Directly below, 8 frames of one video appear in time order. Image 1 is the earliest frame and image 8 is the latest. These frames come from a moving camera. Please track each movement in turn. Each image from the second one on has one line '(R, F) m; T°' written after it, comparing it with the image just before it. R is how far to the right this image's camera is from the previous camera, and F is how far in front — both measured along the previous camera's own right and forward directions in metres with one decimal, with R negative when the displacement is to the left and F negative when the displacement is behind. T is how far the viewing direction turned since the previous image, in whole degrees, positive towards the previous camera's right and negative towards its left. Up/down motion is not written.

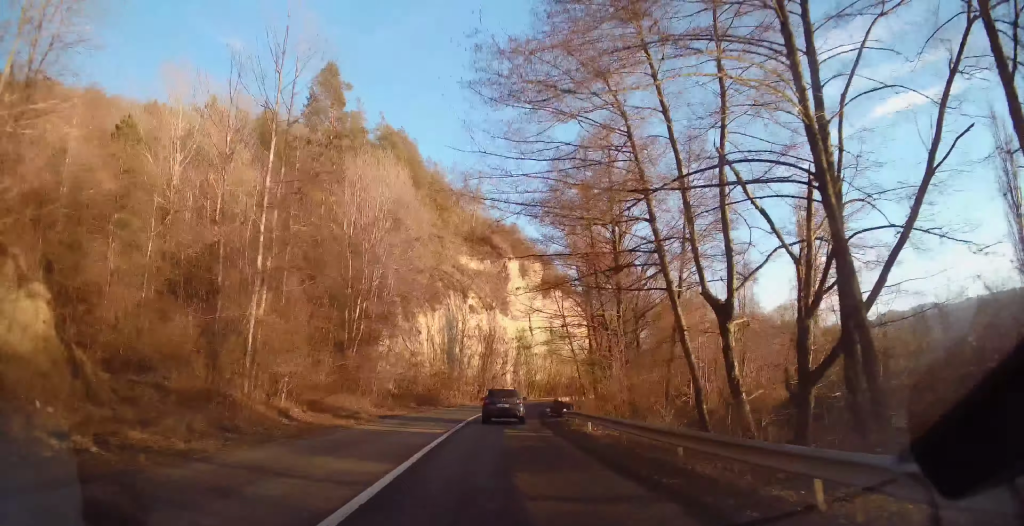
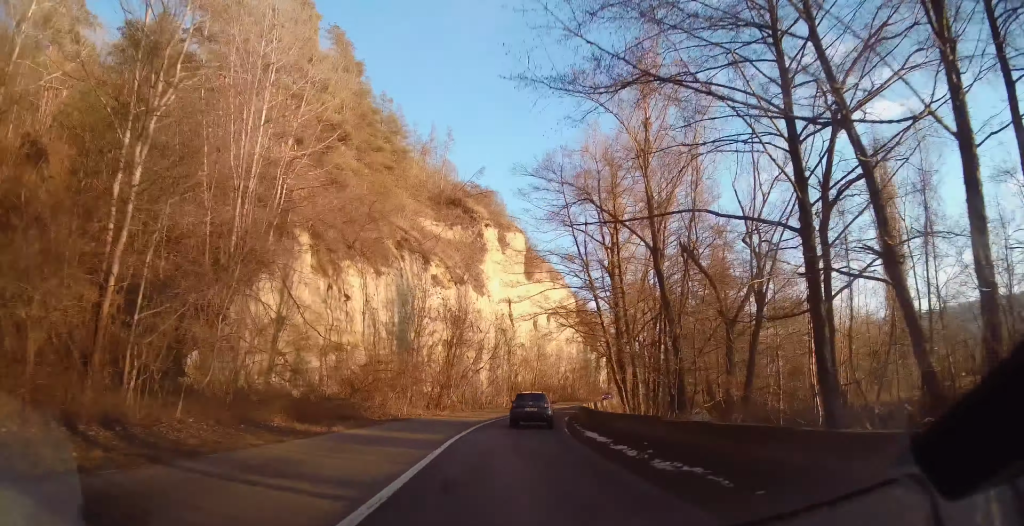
(+0.6, +24.8) m; +4°
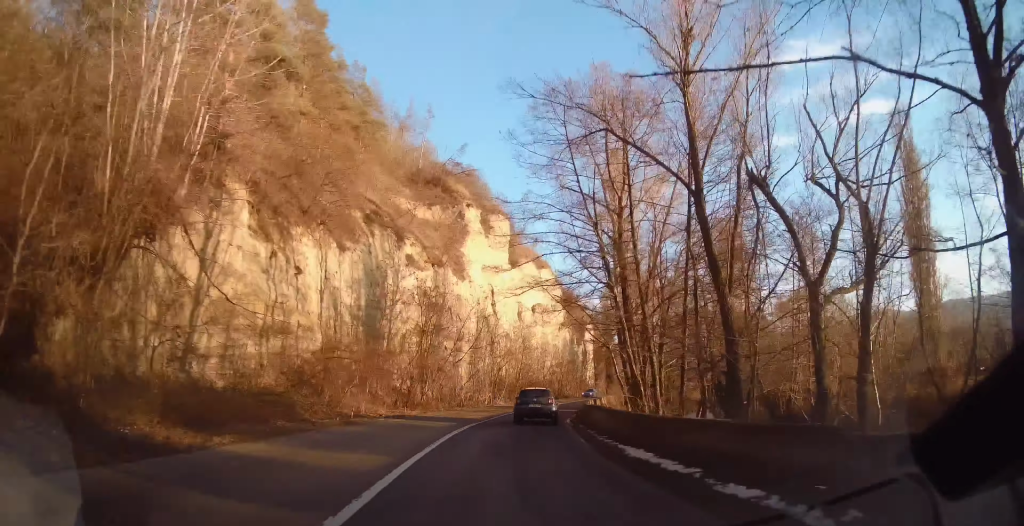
(-0.1, +7.5) m; +2°
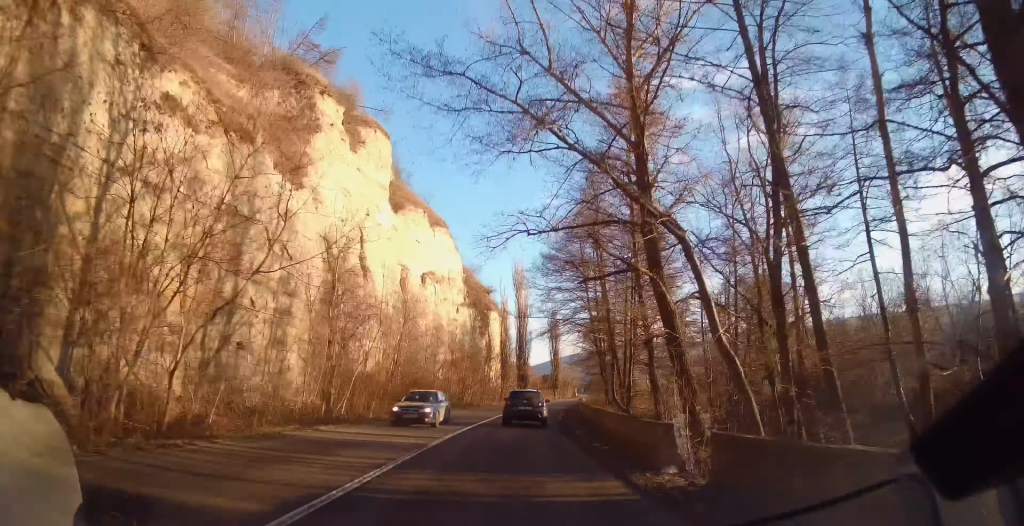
(+3.0, +32.0) m; +9°
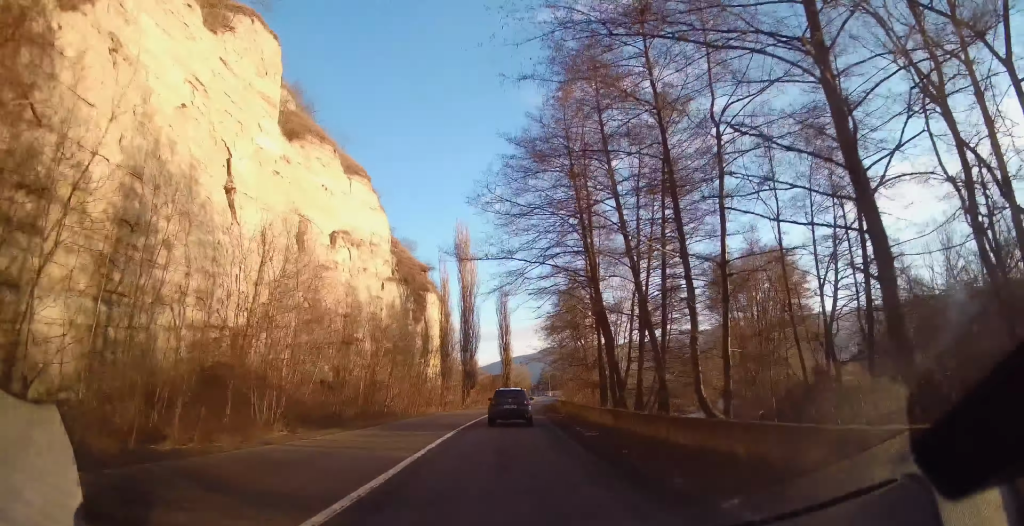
(+0.9, +21.2) m; +7°
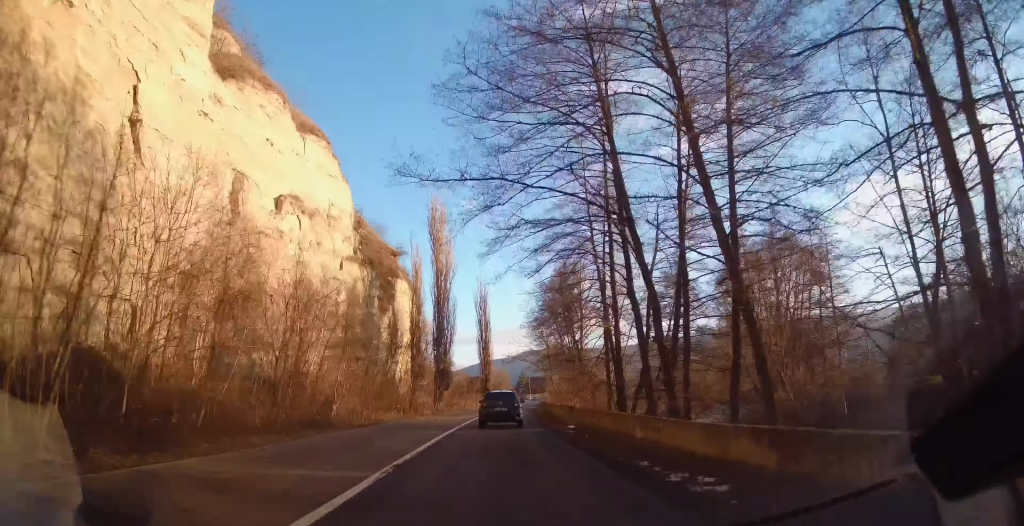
(+0.5, +10.4) m; +3°
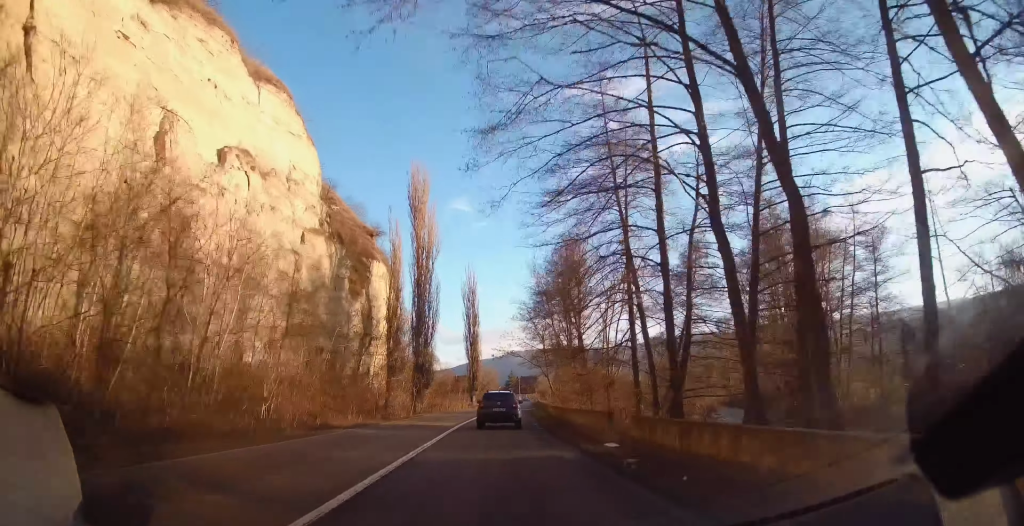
(+0.5, +9.2) m; +2°
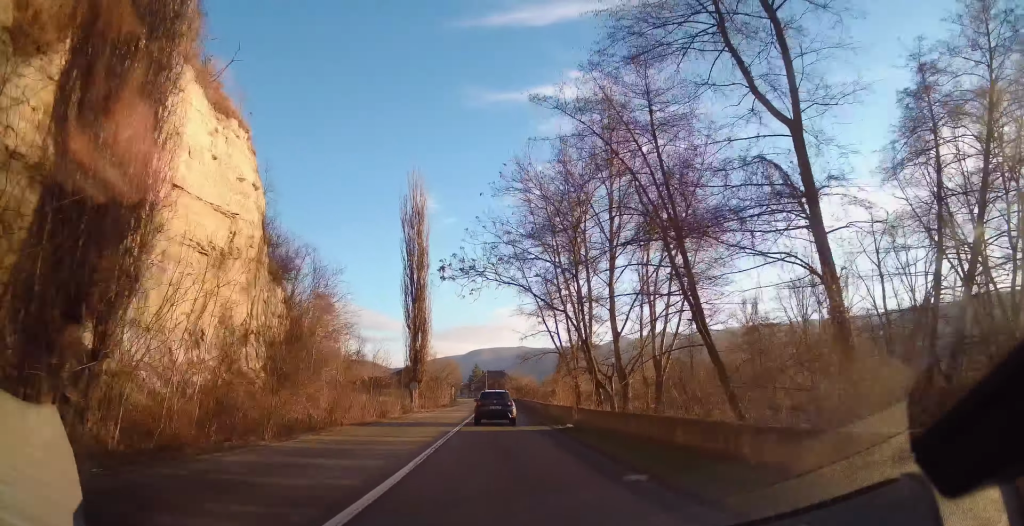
(+0.6, +41.9) m; +1°
